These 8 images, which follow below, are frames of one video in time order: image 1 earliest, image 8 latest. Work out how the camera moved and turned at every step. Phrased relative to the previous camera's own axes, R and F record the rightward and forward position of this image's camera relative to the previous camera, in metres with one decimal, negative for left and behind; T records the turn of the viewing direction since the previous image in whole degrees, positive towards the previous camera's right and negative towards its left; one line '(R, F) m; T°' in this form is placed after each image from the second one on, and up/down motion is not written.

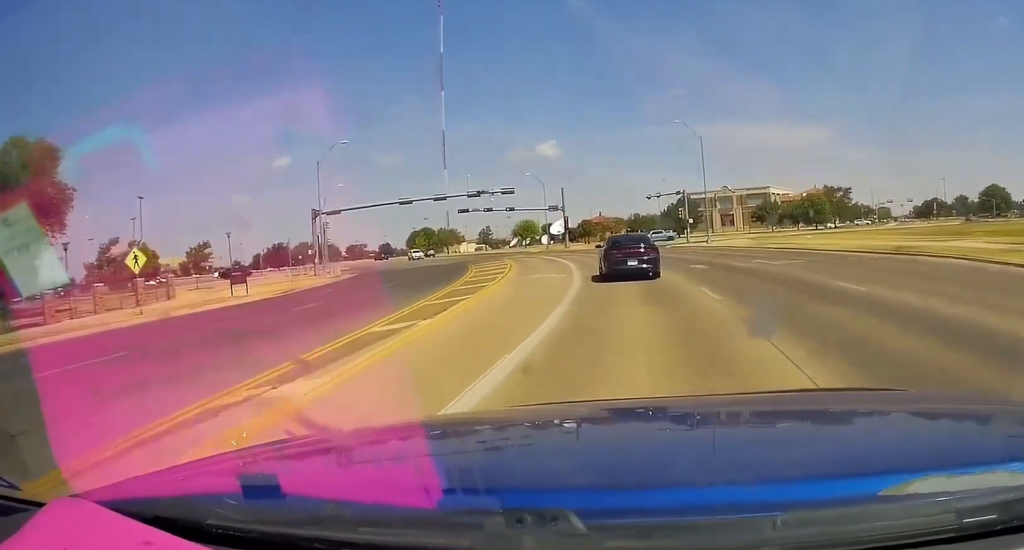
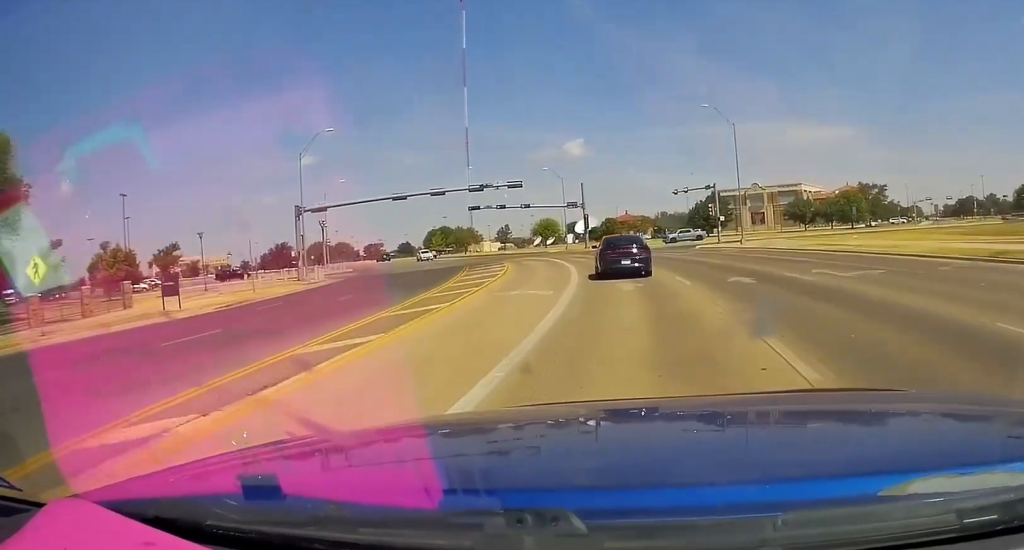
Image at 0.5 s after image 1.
(-0.3, +8.2) m; -3°
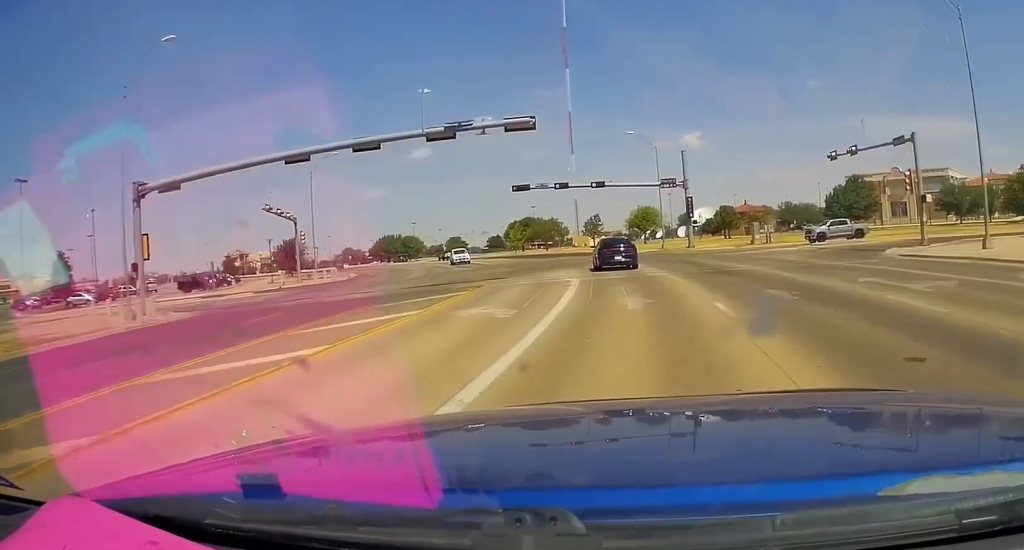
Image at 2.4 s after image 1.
(-2.7, +31.8) m; -9°
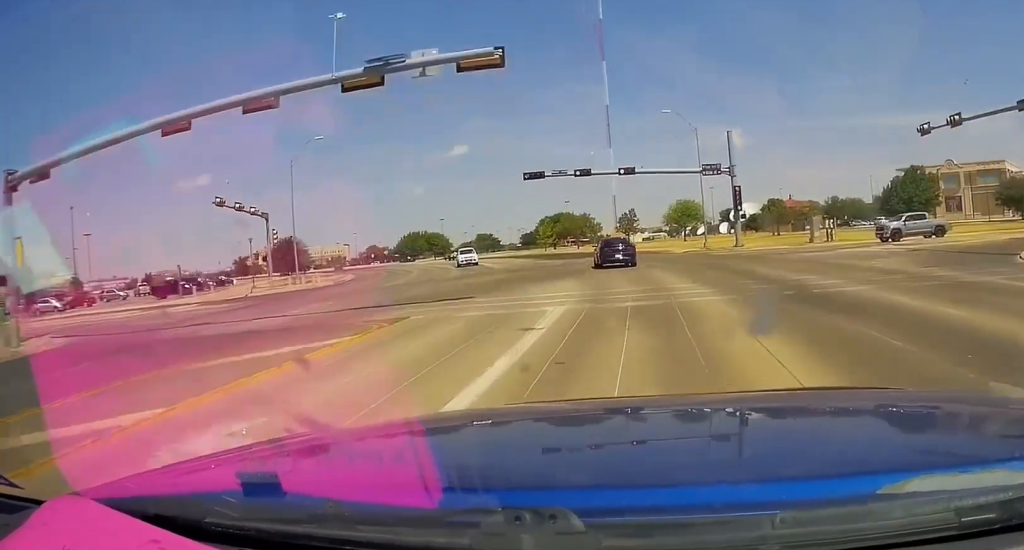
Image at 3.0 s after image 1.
(-0.6, +10.9) m; -3°
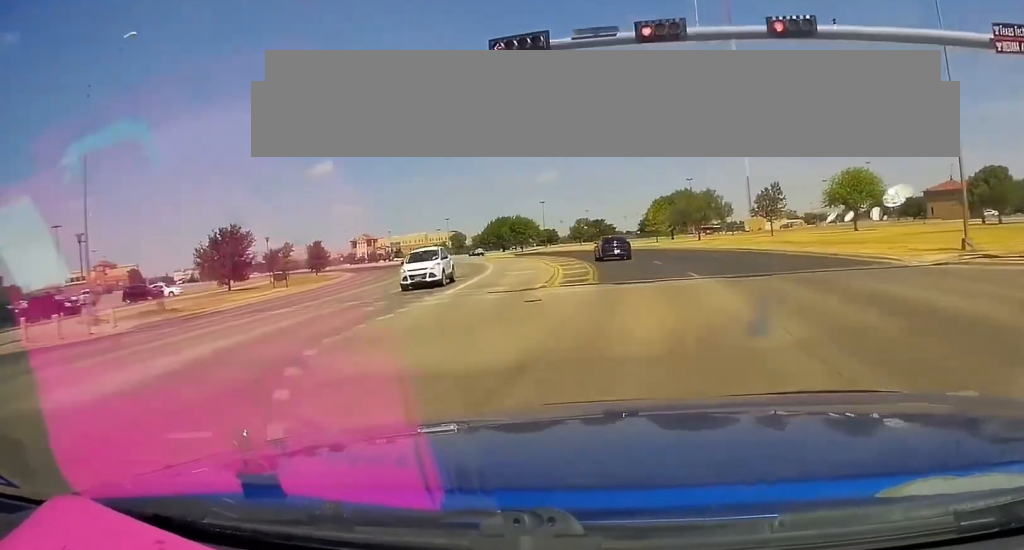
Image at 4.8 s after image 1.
(-2.9, +34.5) m; -11°
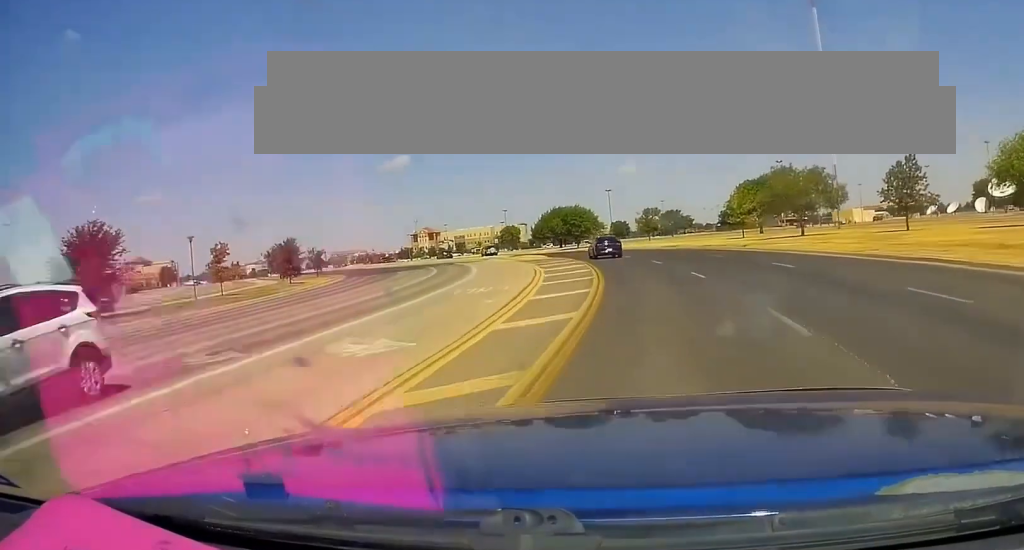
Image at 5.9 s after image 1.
(-1.6, +24.2) m; -9°
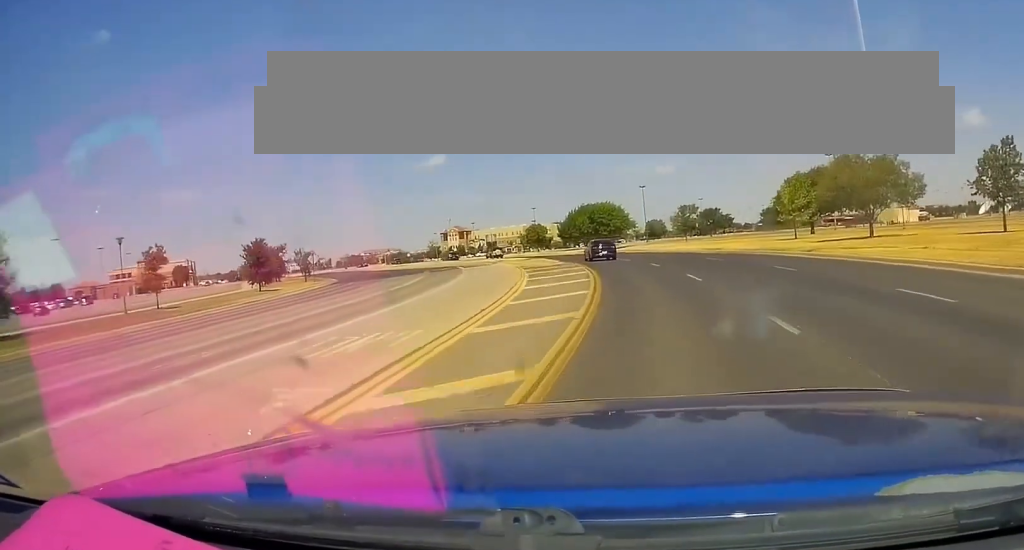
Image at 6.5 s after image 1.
(-0.4, +12.0) m; -4°
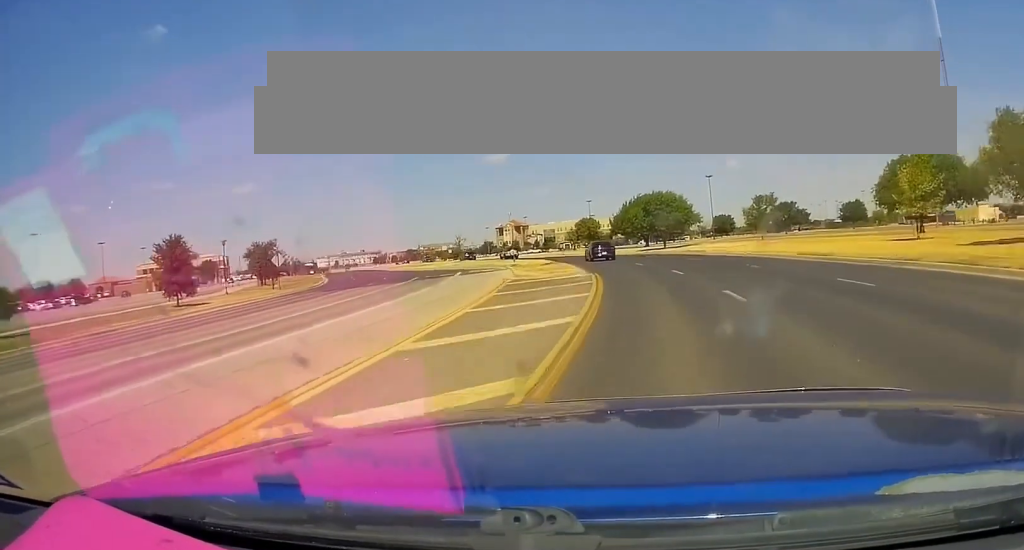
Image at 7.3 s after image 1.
(-1.2, +19.3) m; -6°
